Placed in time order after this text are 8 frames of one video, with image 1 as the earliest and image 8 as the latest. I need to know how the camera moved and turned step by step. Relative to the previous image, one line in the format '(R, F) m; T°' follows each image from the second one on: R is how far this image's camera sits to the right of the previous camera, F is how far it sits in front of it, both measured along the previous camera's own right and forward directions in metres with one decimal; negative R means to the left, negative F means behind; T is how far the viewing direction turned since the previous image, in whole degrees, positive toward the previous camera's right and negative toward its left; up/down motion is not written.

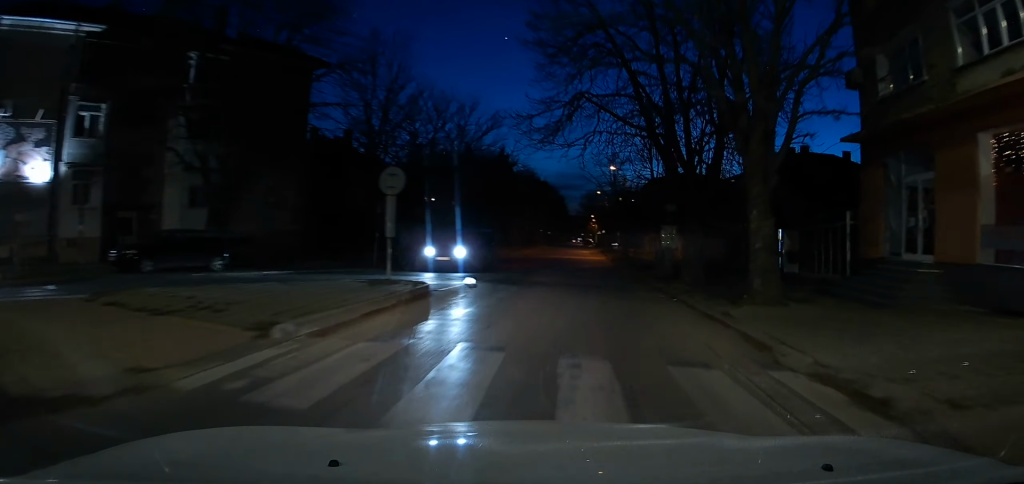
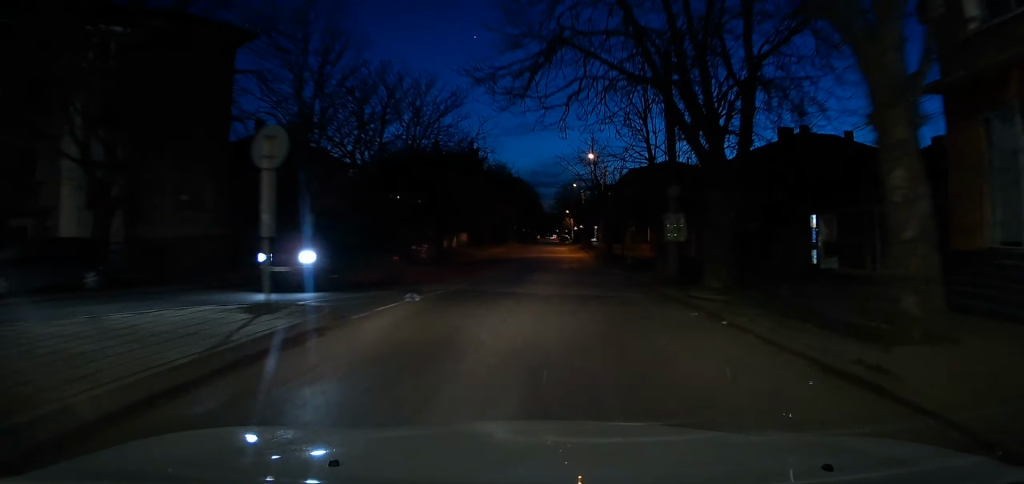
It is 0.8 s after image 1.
(+0.4, +5.0) m; +7°
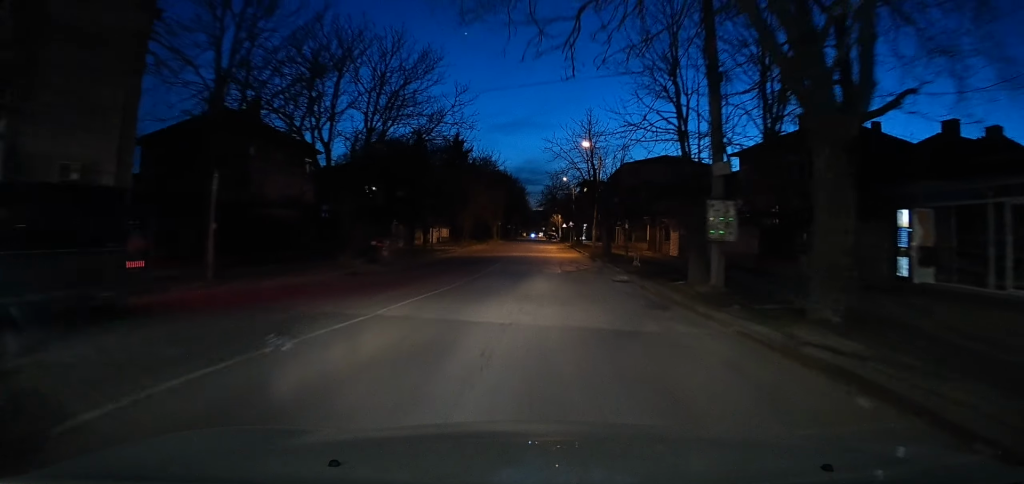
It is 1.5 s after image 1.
(+0.2, +5.2) m; +2°
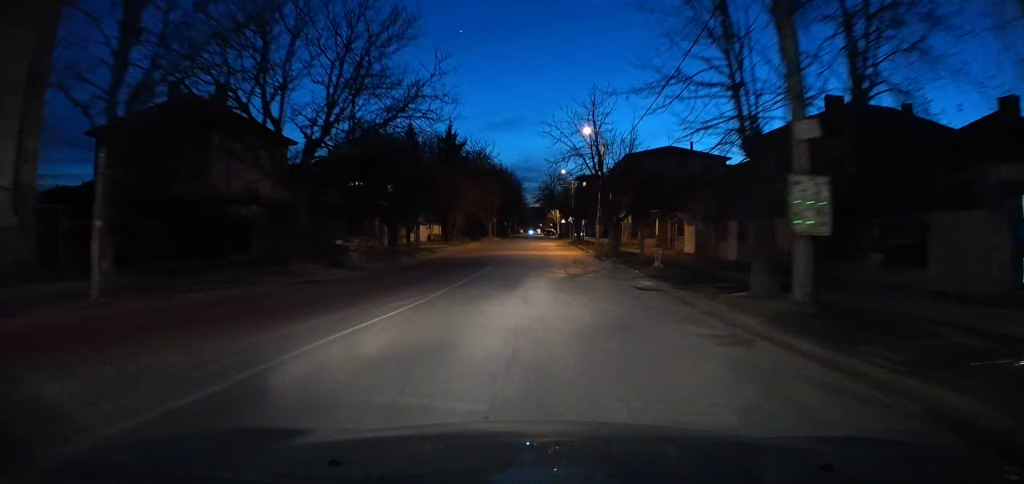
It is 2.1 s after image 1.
(+0.1, +4.0) m; +1°
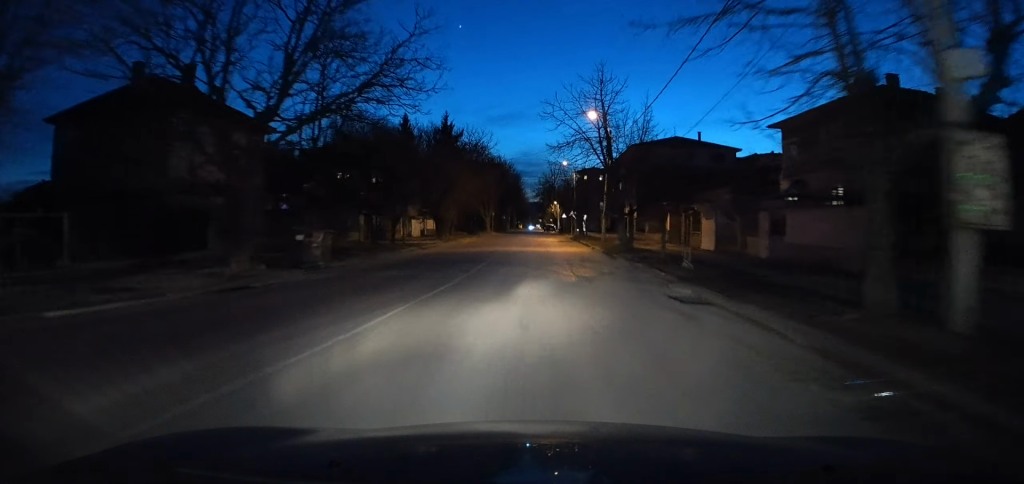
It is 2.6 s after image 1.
(0.0, +3.3) m; 0°
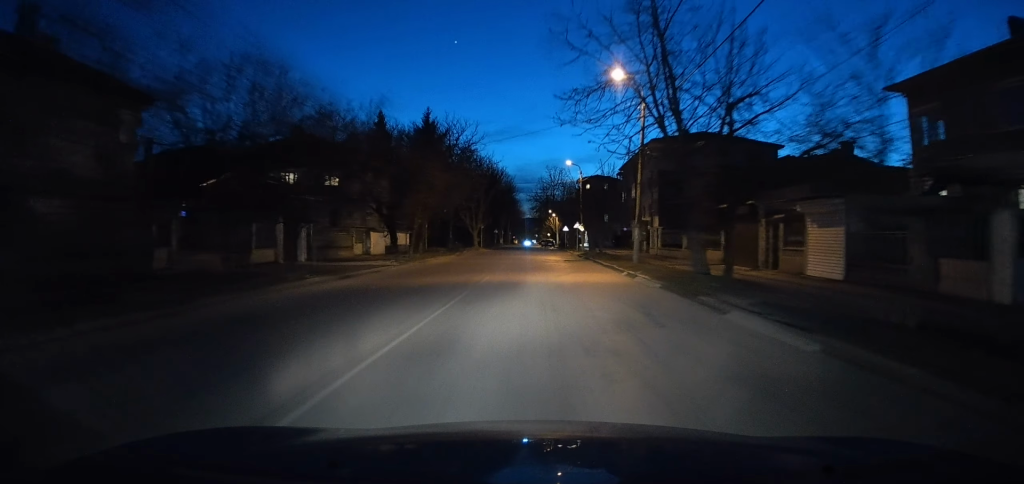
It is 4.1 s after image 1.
(0.0, +12.1) m; -1°
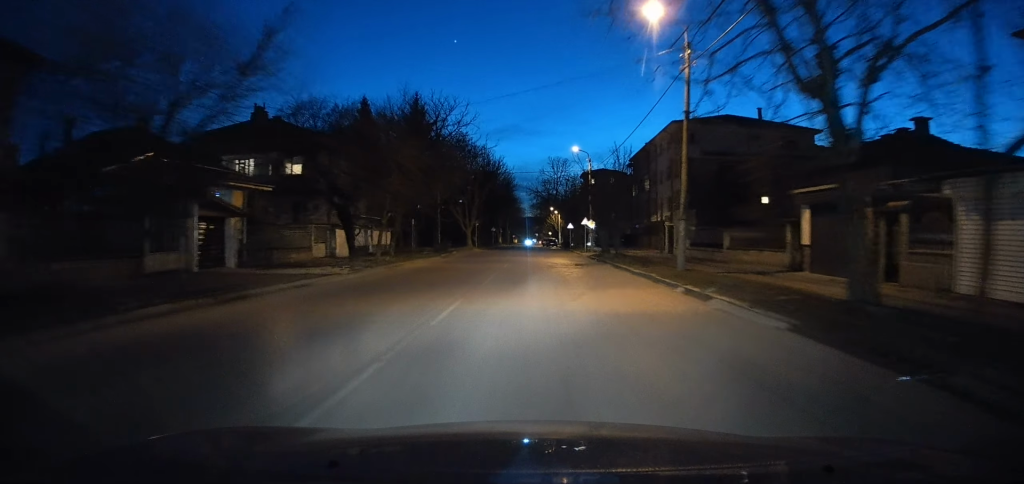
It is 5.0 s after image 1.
(0.0, +7.4) m; 0°
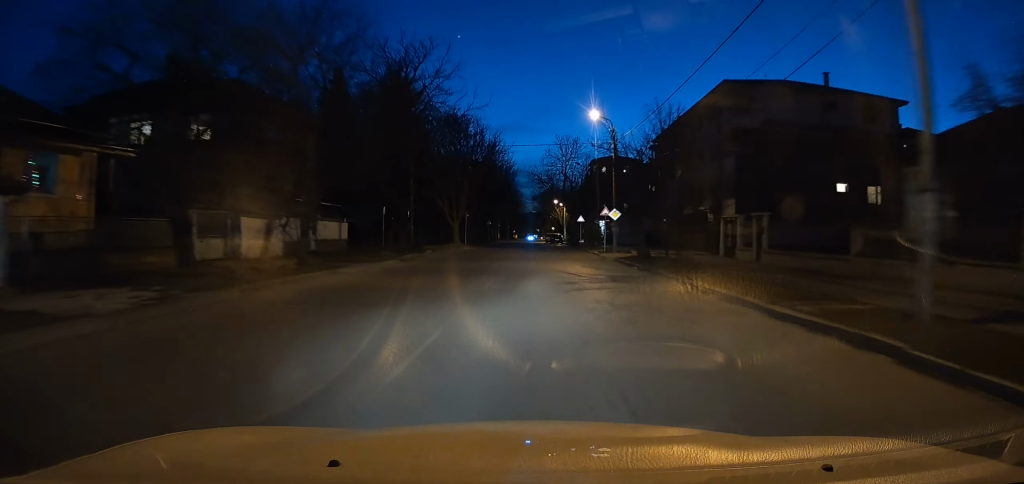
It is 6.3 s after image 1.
(+0.3, +12.2) m; +3°
